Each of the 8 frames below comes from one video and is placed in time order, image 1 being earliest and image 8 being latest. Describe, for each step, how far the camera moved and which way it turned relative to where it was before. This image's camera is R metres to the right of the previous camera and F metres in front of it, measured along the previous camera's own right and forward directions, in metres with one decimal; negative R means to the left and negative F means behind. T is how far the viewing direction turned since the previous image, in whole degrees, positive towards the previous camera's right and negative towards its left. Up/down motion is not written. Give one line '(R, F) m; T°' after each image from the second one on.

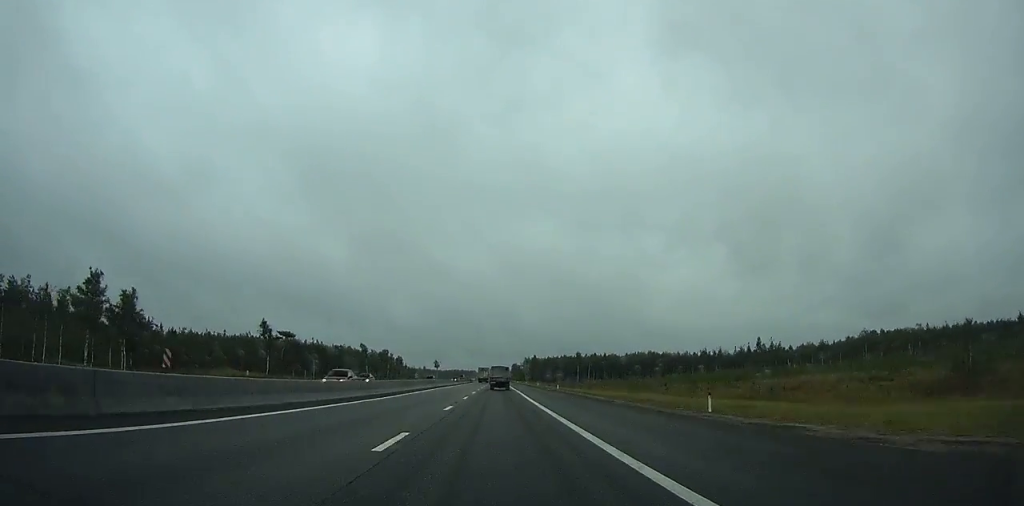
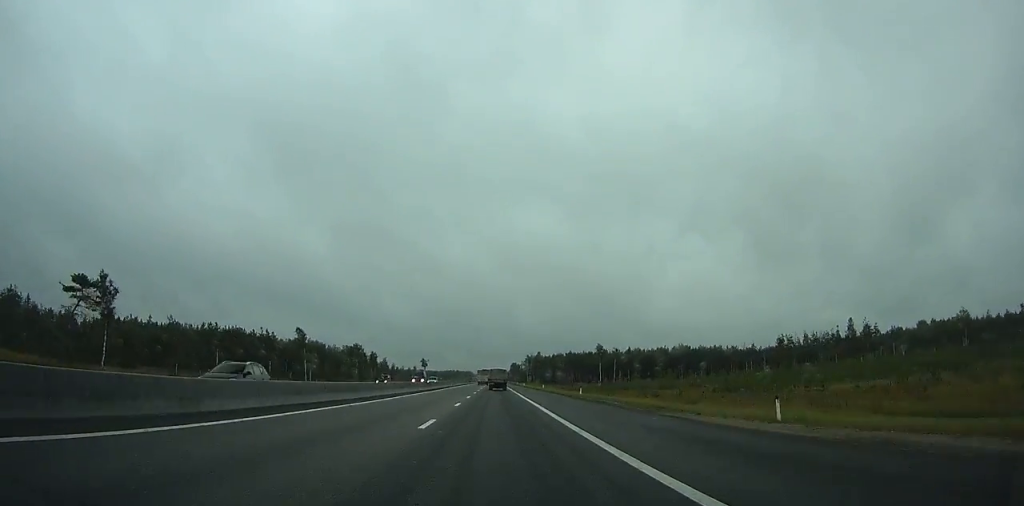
(0.0, +54.0) m; 0°
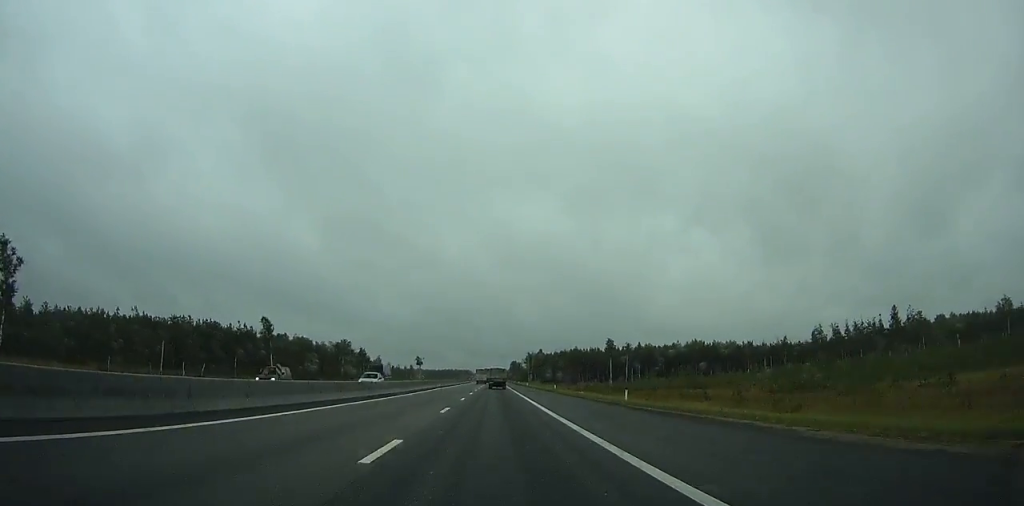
(0.0, +18.8) m; 0°
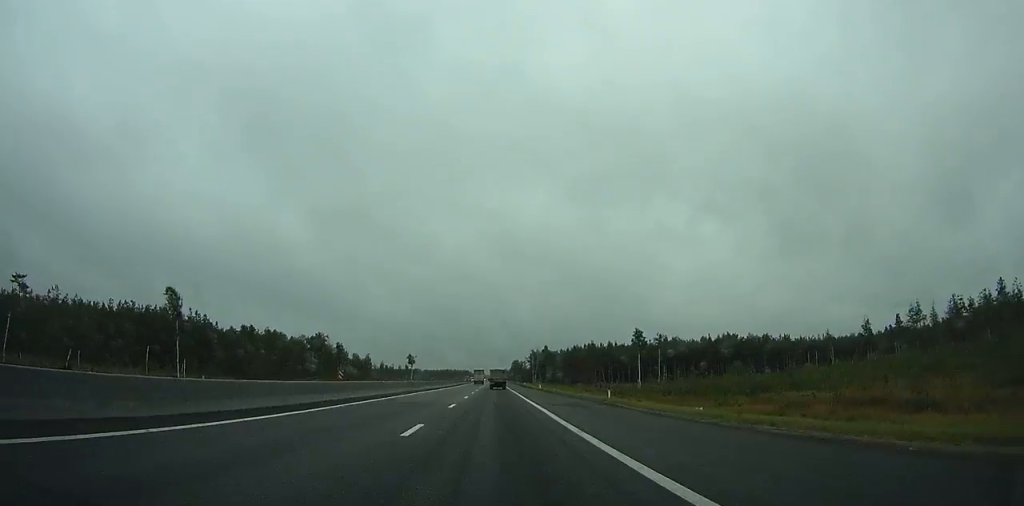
(0.0, +33.6) m; 0°
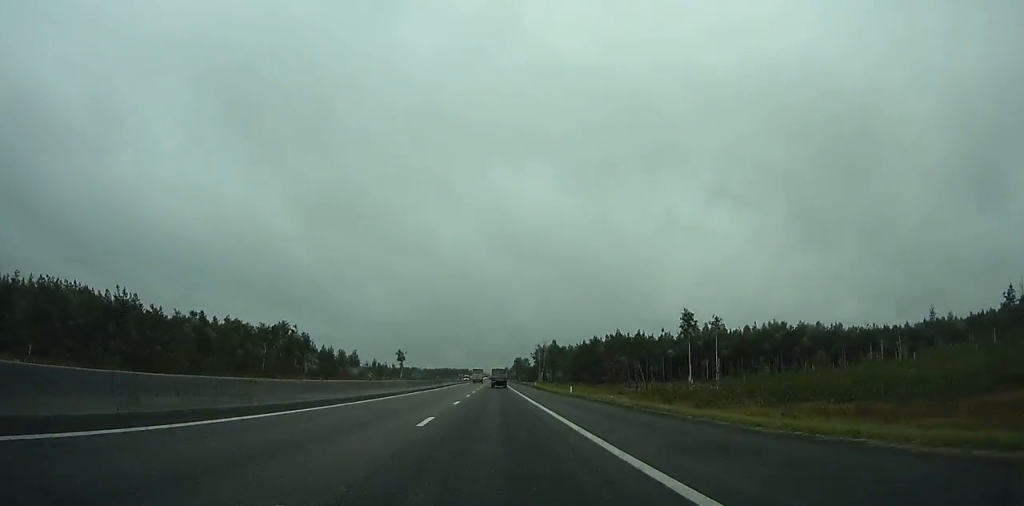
(0.0, +35.5) m; 0°
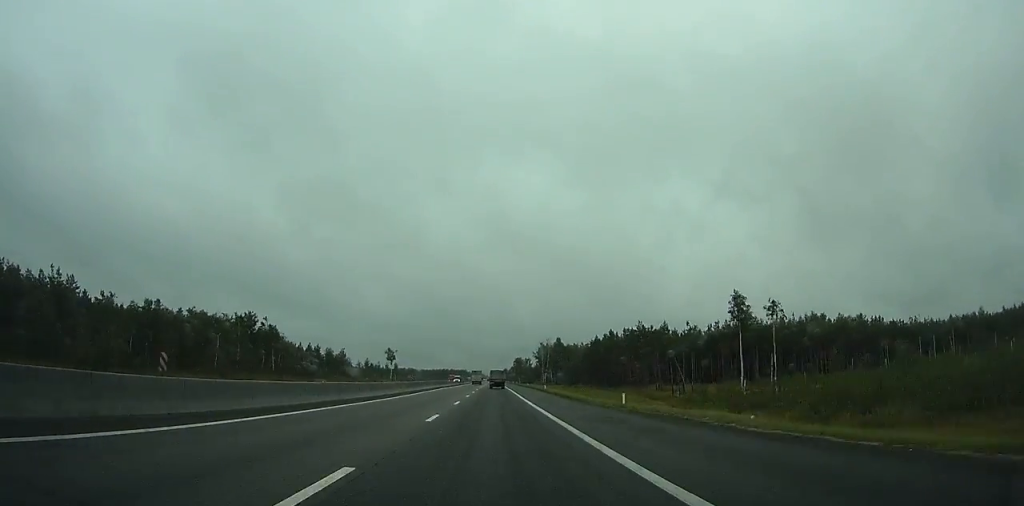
(0.0, +22.3) m; 0°
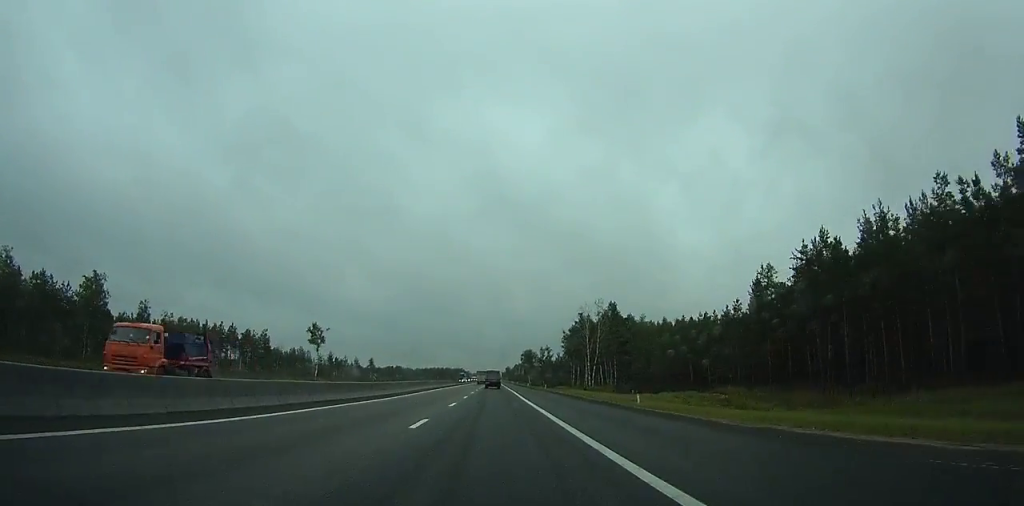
(+0.2, +98.9) m; 0°
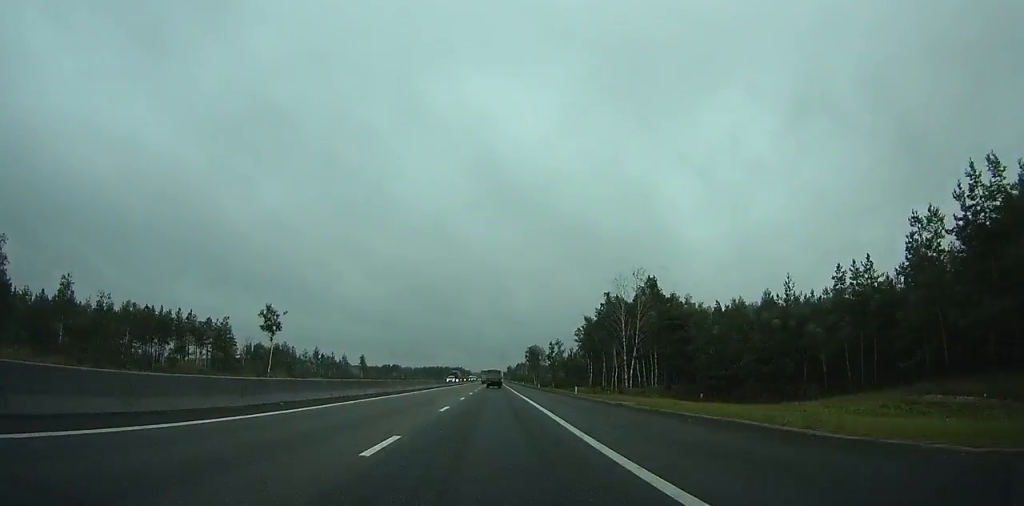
(0.0, +29.0) m; 0°
